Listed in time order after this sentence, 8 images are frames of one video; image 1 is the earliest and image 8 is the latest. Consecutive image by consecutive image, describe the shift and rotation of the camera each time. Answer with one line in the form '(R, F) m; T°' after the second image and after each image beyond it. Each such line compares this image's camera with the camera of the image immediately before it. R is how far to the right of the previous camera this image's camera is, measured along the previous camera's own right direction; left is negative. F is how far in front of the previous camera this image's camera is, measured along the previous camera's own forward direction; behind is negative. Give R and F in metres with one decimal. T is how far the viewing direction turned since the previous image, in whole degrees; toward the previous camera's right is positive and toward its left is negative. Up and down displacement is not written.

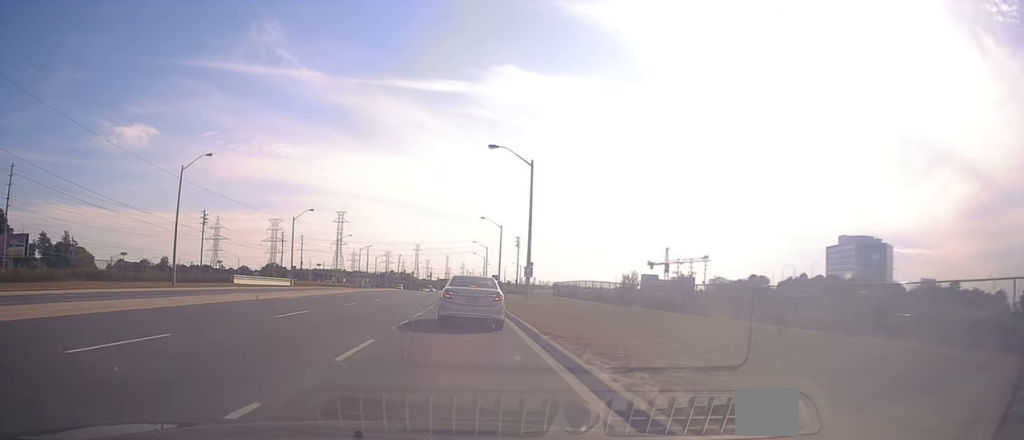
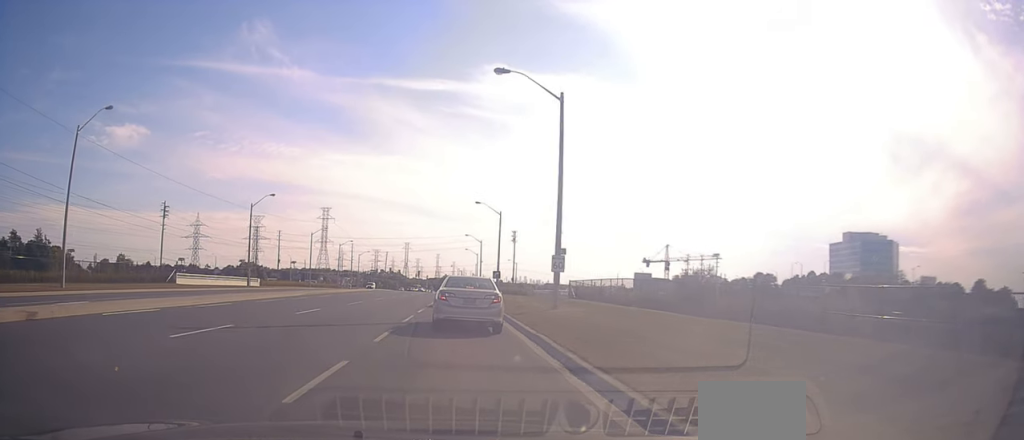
(+0.9, +16.2) m; +2°
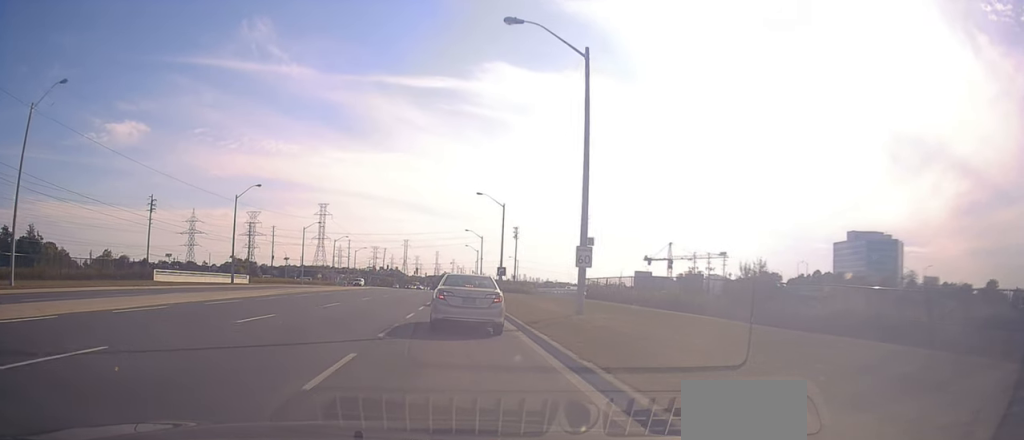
(-0.2, +5.9) m; 0°
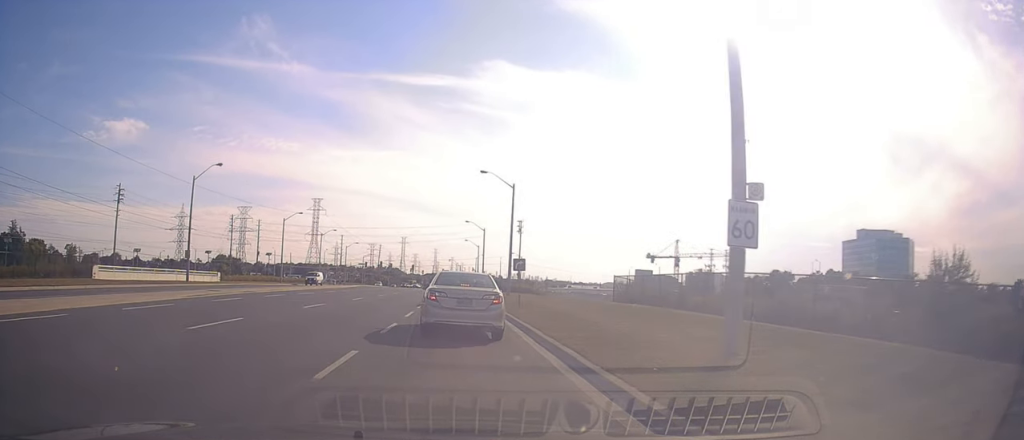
(+0.3, +13.6) m; +2°
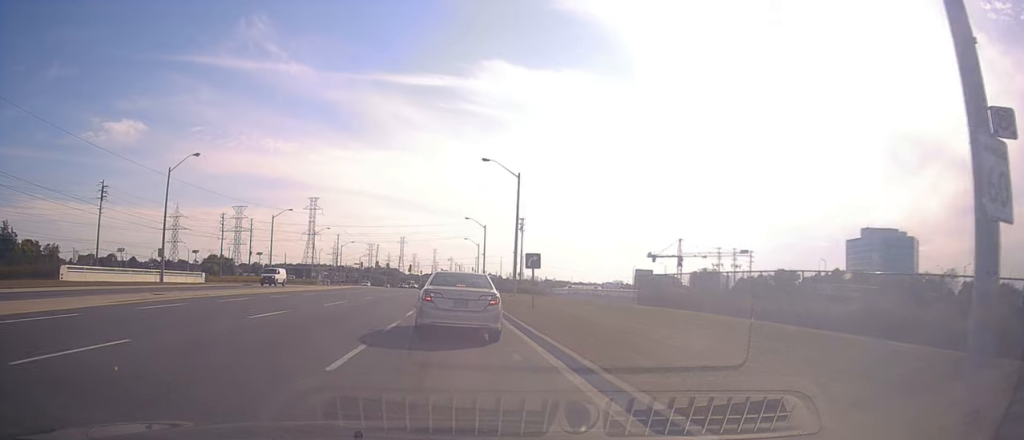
(-0.1, +6.4) m; +1°
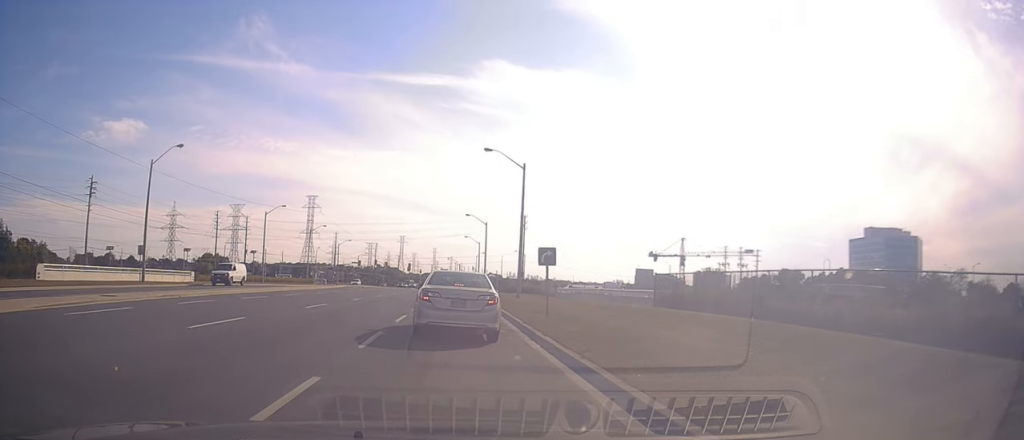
(+0.2, +3.7) m; -1°
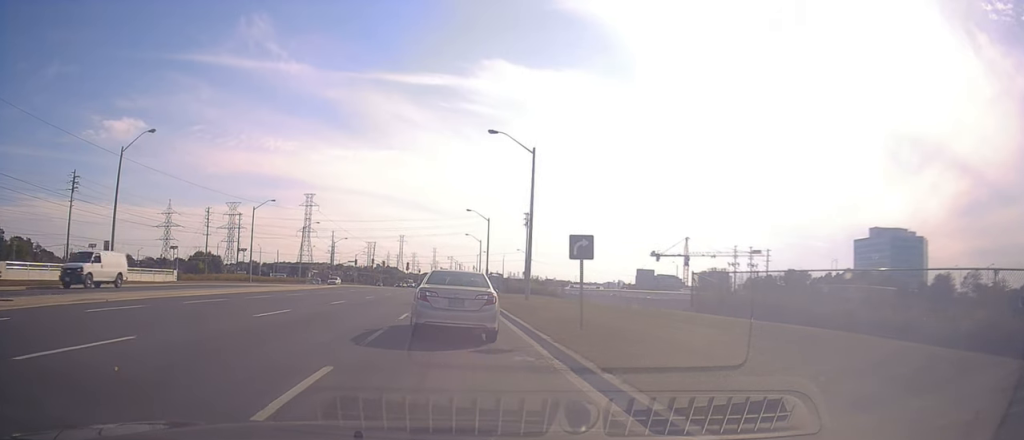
(-0.2, +5.5) m; -1°
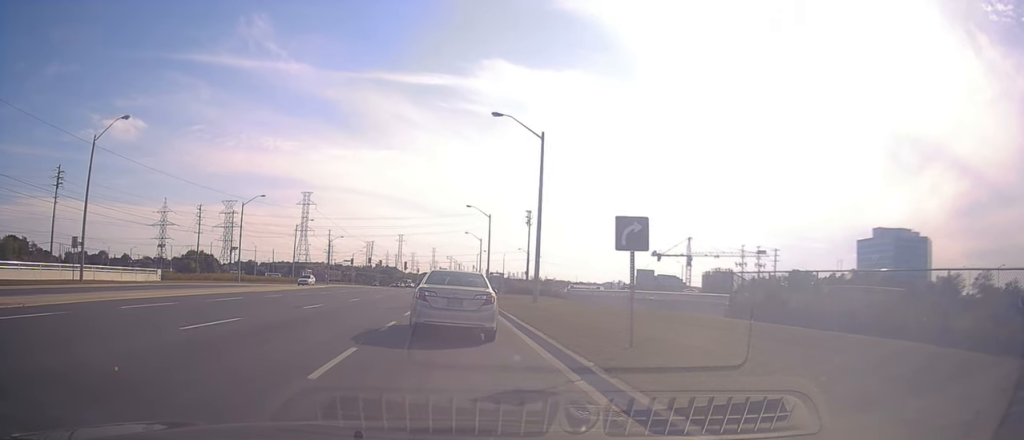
(-0.1, +4.2) m; 0°
